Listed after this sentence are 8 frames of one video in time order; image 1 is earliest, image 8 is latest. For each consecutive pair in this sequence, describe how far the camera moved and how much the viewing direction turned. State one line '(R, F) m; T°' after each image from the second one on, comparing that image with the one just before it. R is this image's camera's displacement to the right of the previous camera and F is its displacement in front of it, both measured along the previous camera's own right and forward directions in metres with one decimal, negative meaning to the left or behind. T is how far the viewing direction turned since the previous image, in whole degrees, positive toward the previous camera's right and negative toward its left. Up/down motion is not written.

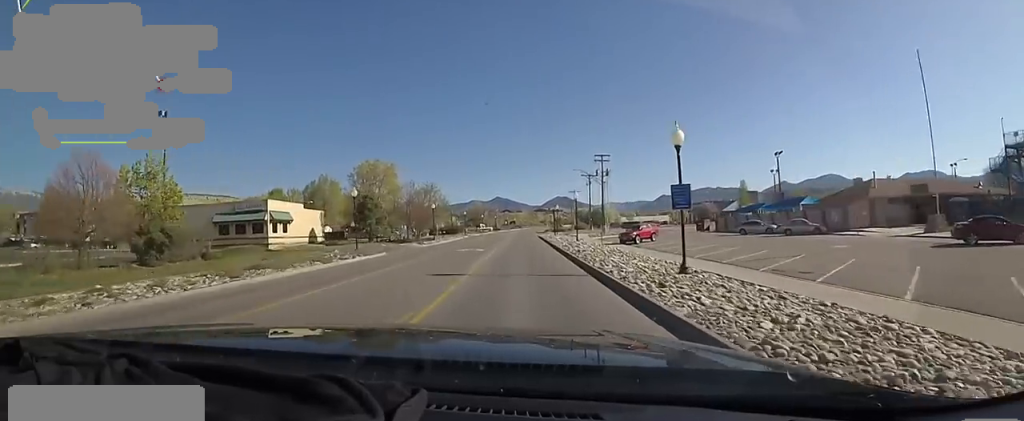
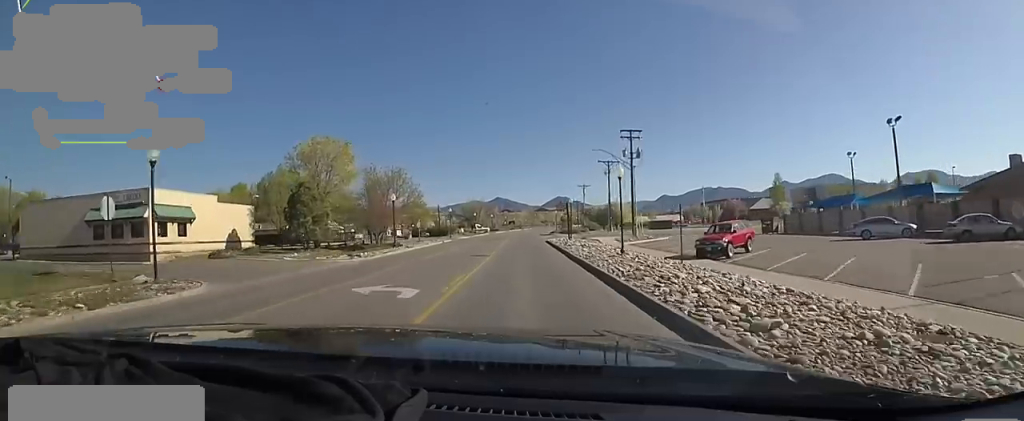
(0.0, +18.1) m; 0°
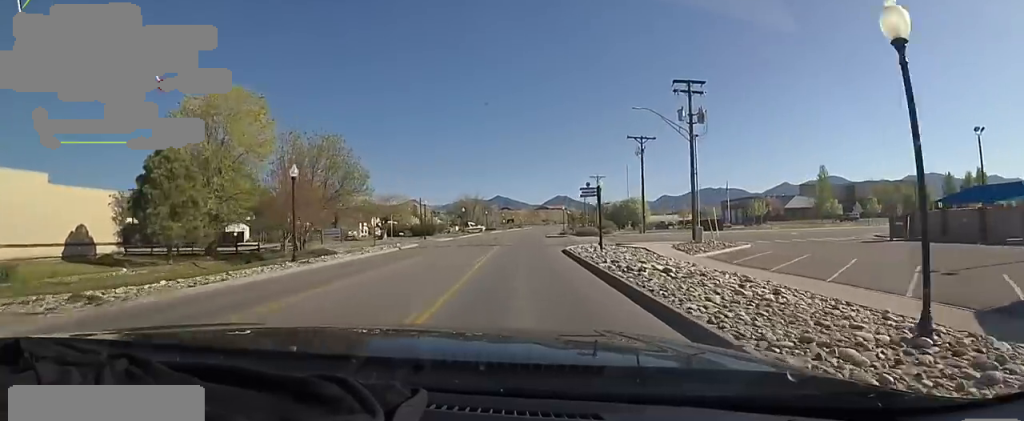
(0.0, +17.7) m; 0°
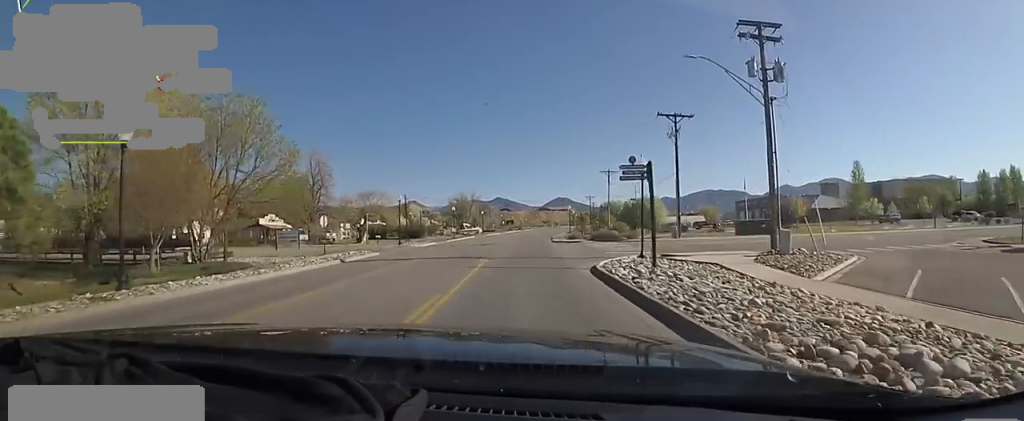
(0.0, +10.7) m; 0°
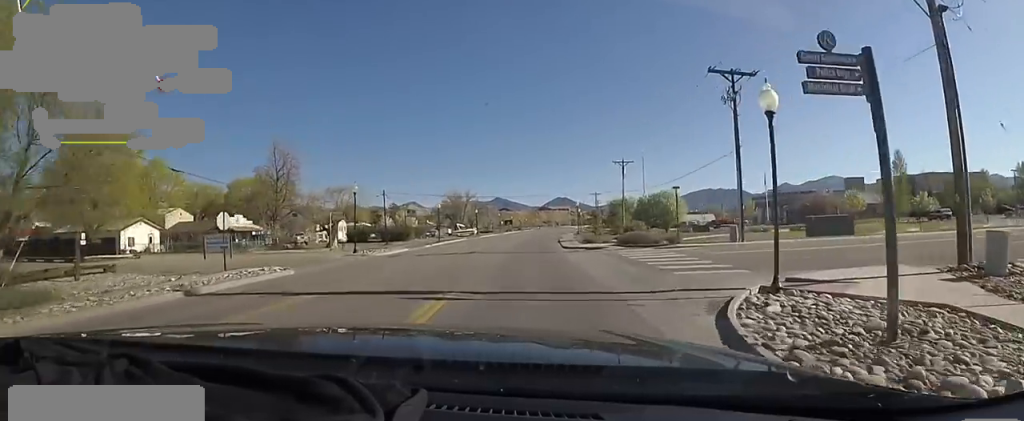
(0.0, +11.1) m; 0°
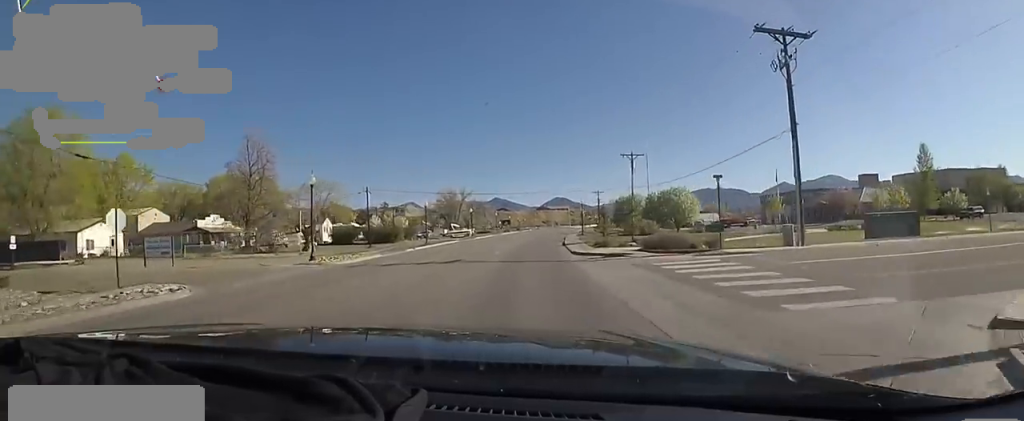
(0.0, +6.2) m; 0°
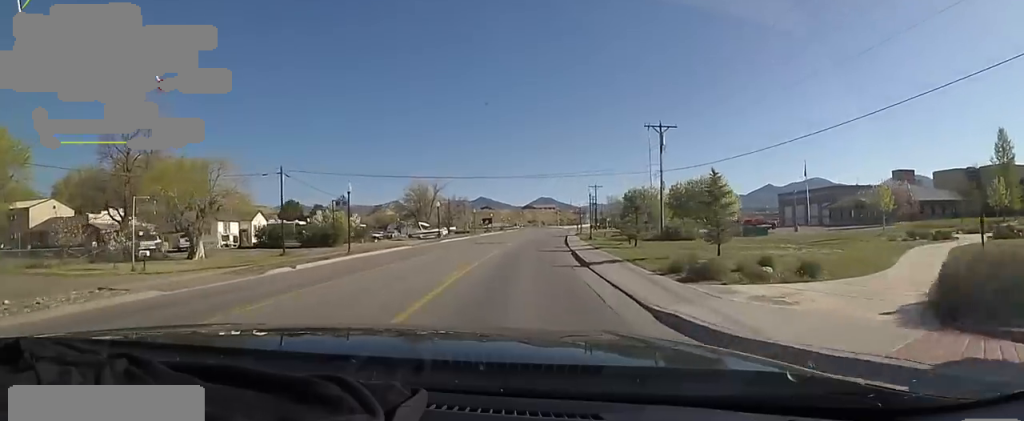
(0.0, +17.7) m; +1°
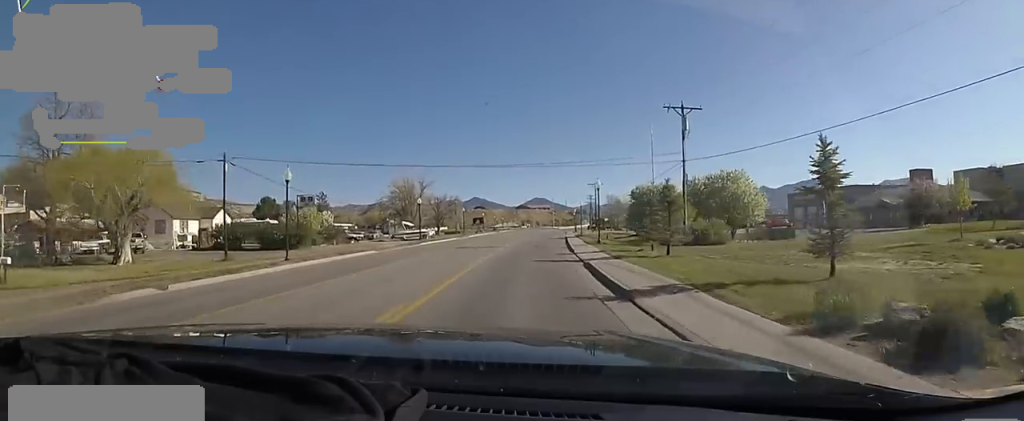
(0.0, +7.4) m; +3°
